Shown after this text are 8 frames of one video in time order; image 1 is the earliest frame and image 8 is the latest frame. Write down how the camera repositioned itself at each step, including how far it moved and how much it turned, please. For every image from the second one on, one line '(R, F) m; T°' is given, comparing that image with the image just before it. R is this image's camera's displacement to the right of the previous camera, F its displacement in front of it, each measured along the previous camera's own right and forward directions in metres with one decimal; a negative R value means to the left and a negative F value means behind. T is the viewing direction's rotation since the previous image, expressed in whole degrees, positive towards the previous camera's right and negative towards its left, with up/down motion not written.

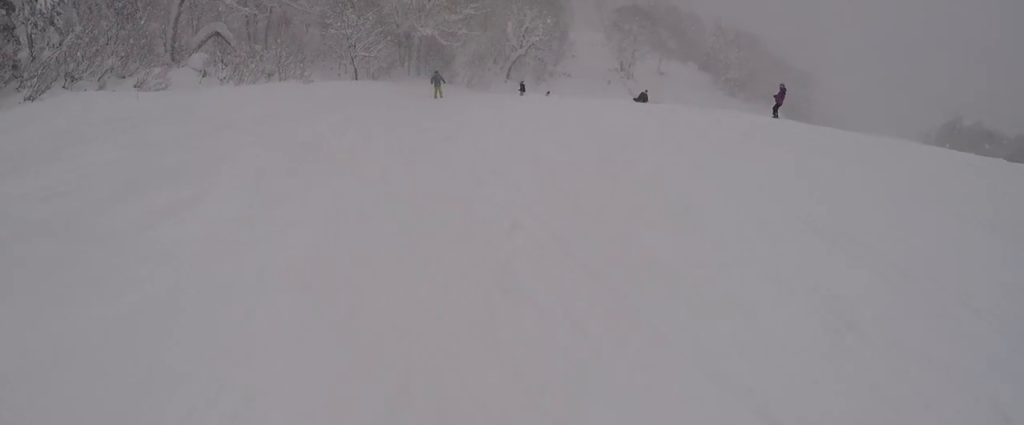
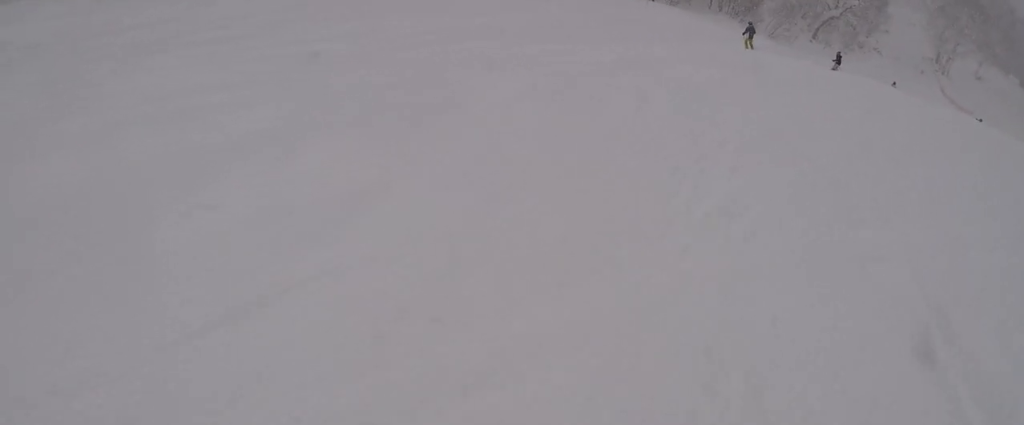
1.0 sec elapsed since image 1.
(-0.7, +3.3) m; -2°
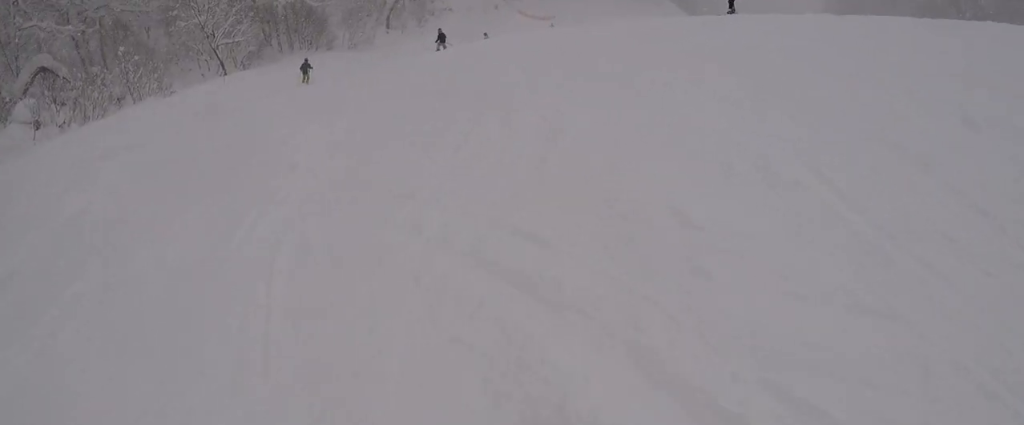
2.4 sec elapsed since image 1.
(+1.5, +4.6) m; +43°
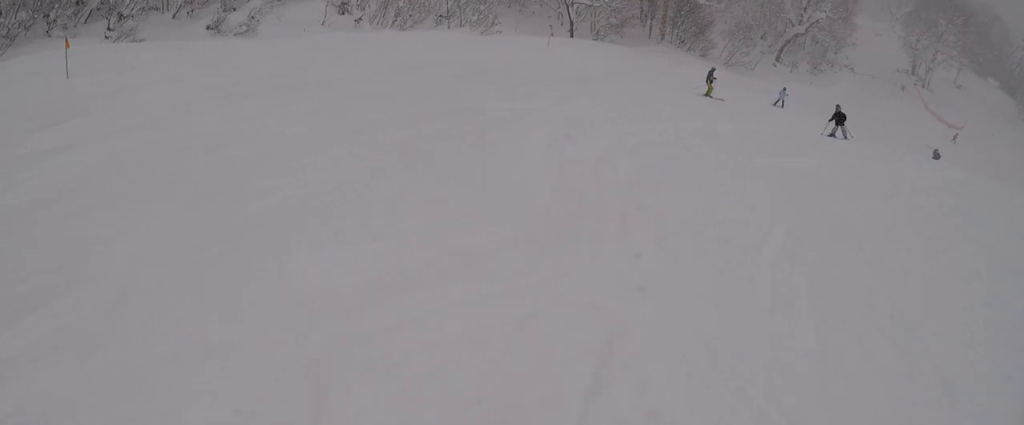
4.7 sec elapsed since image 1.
(-1.4, +8.6) m; -33°
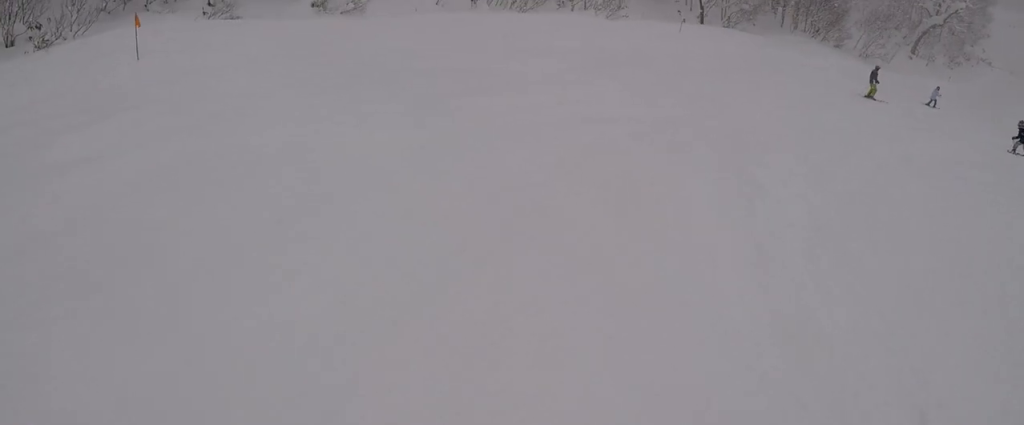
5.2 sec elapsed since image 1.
(0.0, +2.4) m; -5°
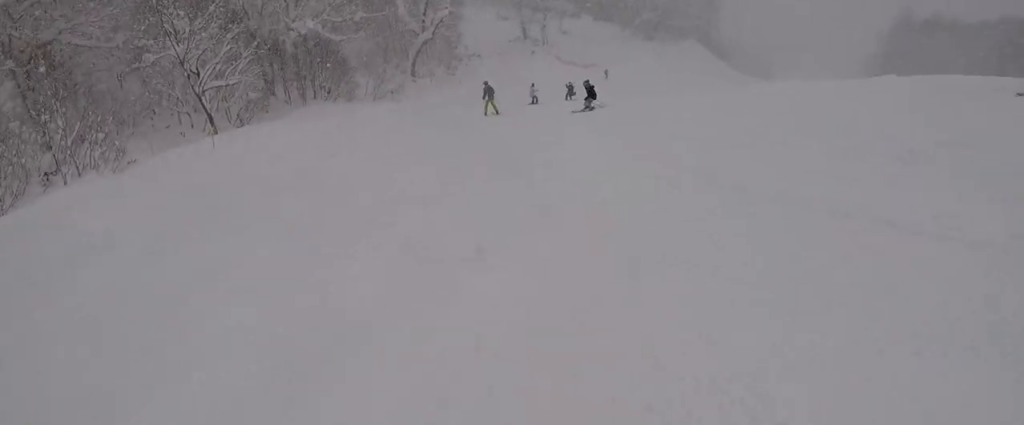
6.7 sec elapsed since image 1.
(-0.3, +6.9) m; +16°
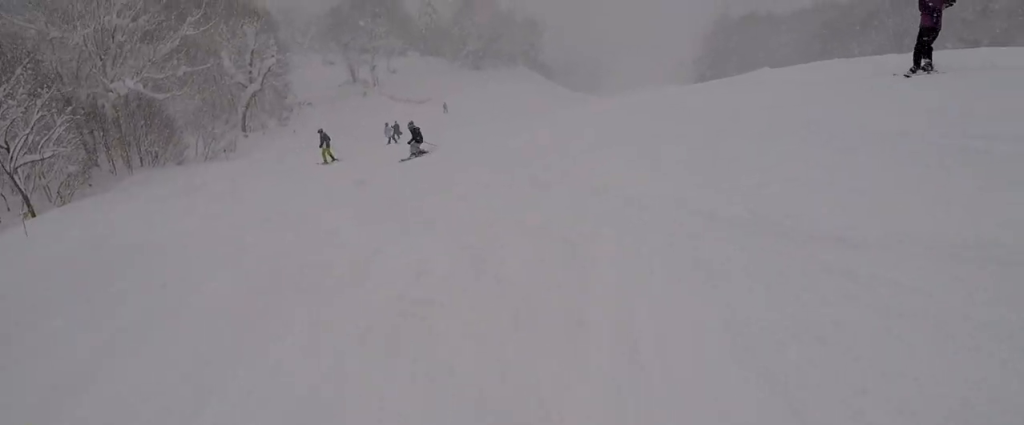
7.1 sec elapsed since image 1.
(-0.4, +2.3) m; +16°
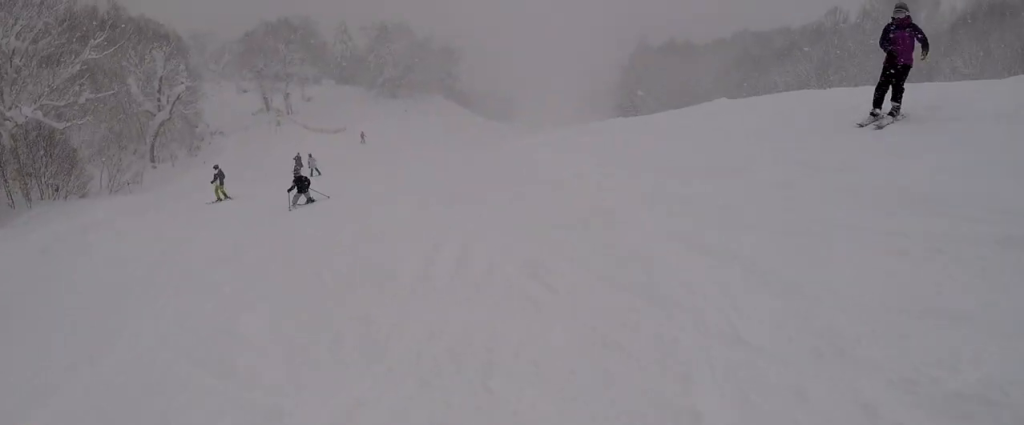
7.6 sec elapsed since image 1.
(+0.8, +1.8) m; +6°
